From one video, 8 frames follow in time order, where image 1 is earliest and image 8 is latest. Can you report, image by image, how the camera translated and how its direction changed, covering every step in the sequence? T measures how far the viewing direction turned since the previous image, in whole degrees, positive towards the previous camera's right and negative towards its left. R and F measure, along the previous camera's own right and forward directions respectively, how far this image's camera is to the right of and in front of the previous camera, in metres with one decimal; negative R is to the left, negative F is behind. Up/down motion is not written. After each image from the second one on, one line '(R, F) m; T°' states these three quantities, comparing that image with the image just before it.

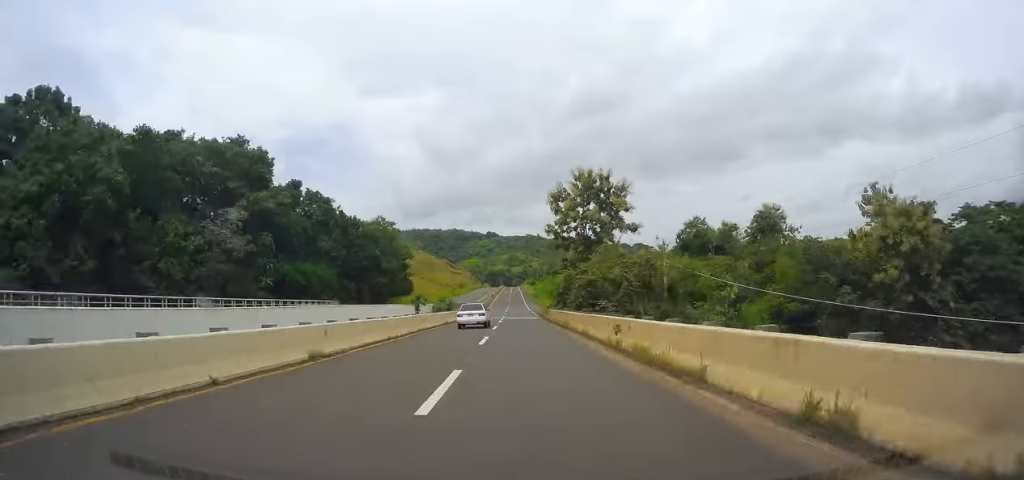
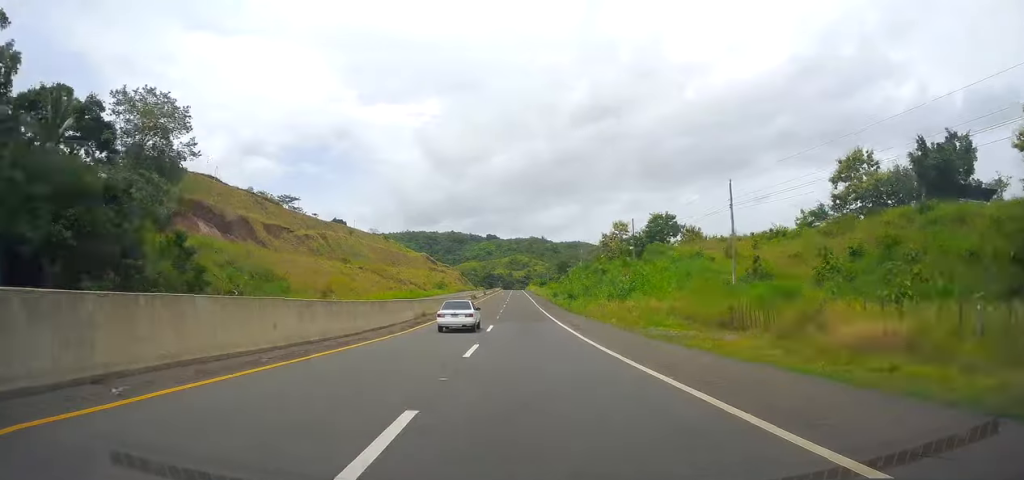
(-0.3, +84.6) m; 0°
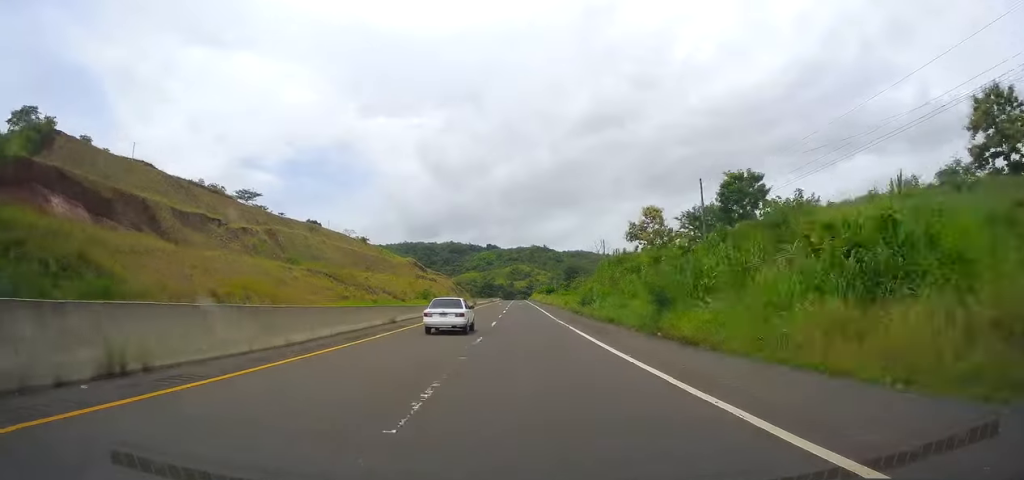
(0.0, +32.7) m; 0°
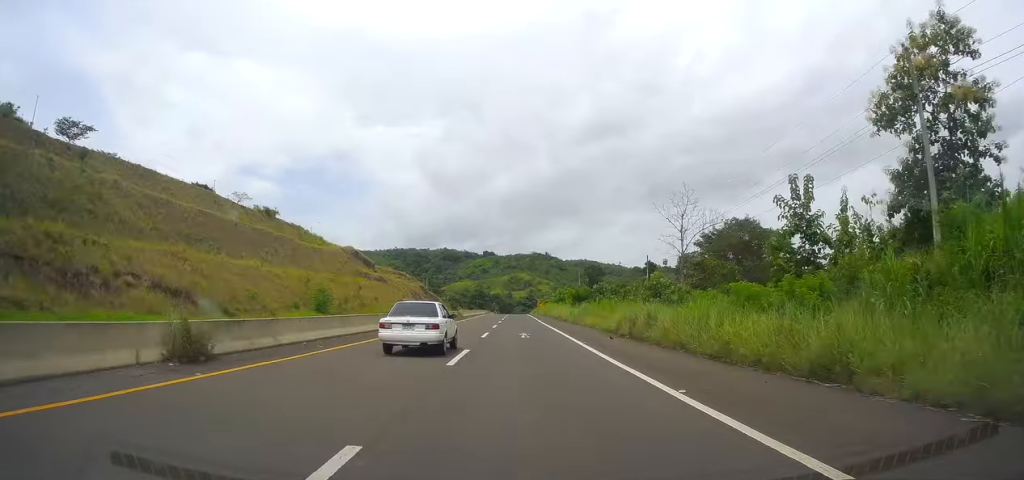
(+0.3, +78.4) m; 0°
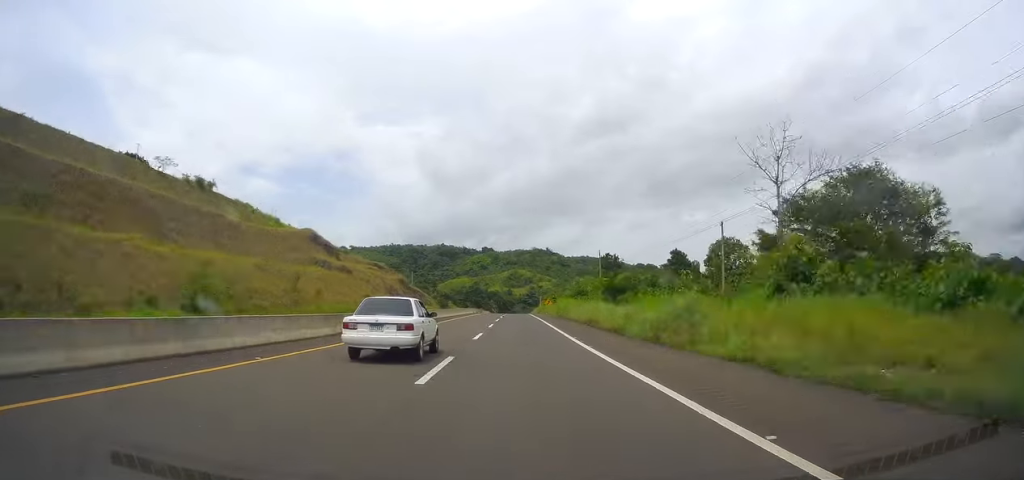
(+0.2, +29.6) m; 0°
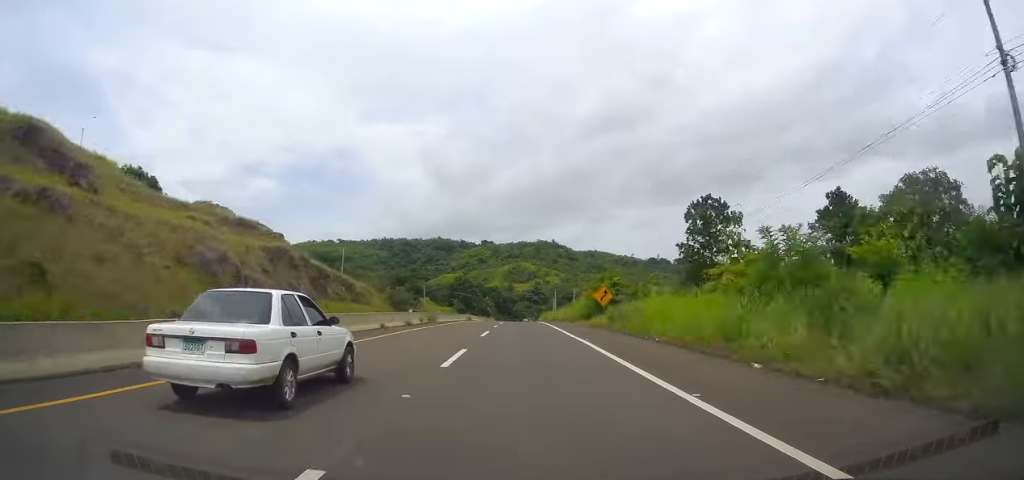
(-0.5, +74.4) m; -1°
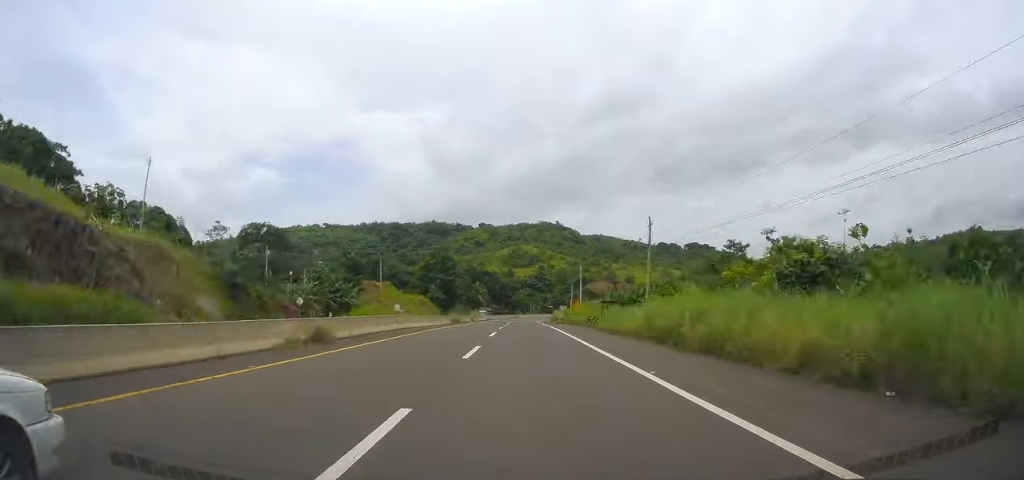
(-0.3, +60.2) m; 0°
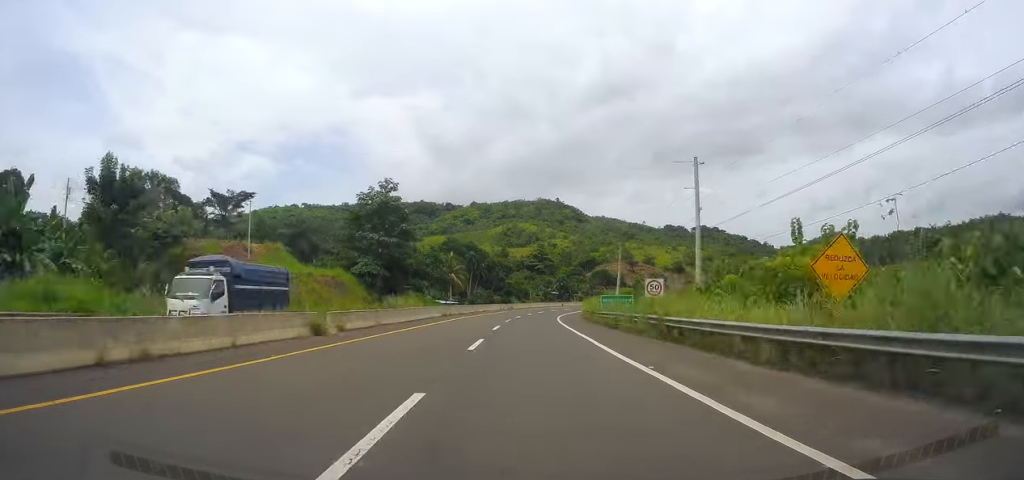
(+0.5, +62.0) m; 0°
